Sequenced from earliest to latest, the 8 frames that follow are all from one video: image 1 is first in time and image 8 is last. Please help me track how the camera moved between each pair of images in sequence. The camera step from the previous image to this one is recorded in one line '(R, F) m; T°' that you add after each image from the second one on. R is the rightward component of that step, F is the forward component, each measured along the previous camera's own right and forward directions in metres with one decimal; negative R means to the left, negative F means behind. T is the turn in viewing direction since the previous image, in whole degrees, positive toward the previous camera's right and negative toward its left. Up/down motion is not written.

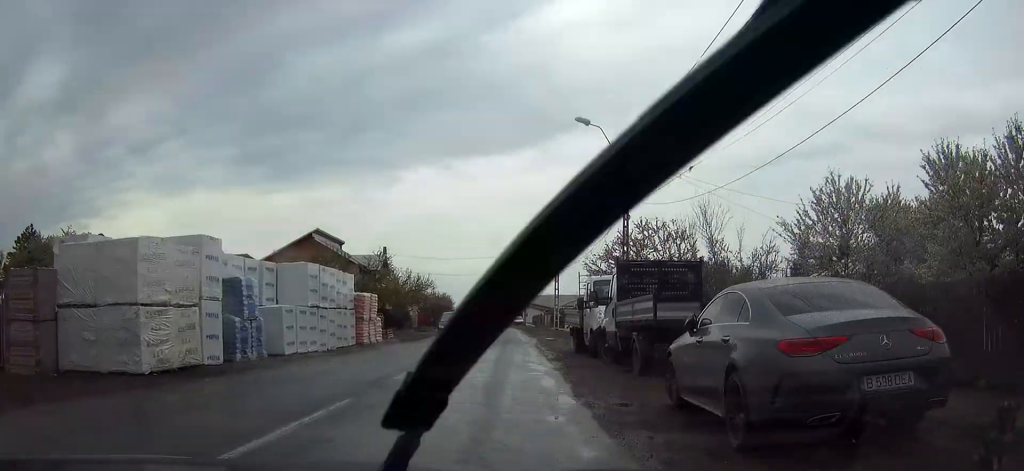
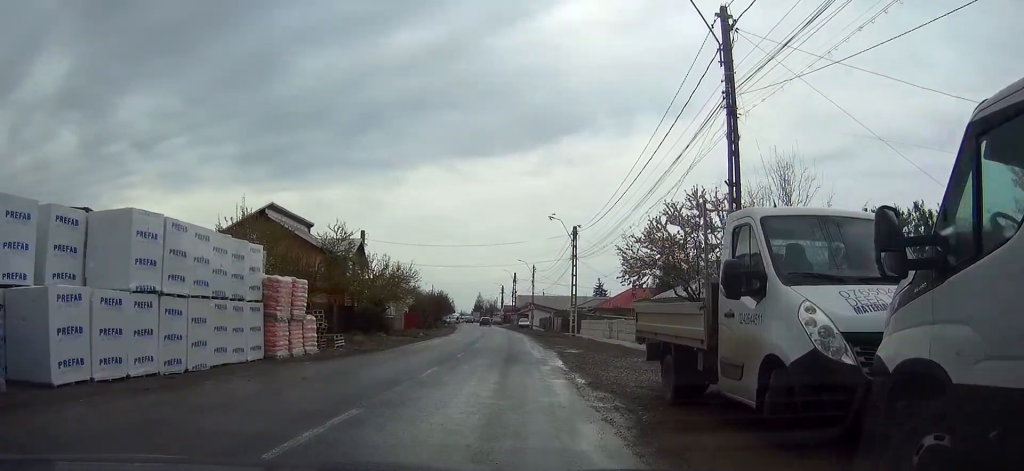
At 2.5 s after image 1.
(-0.1, +12.8) m; +3°
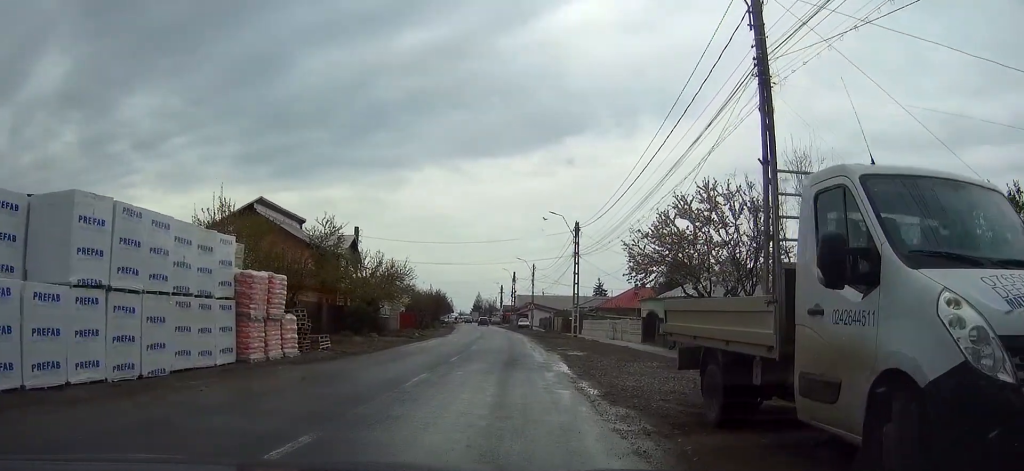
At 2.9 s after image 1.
(0.0, +1.9) m; +1°
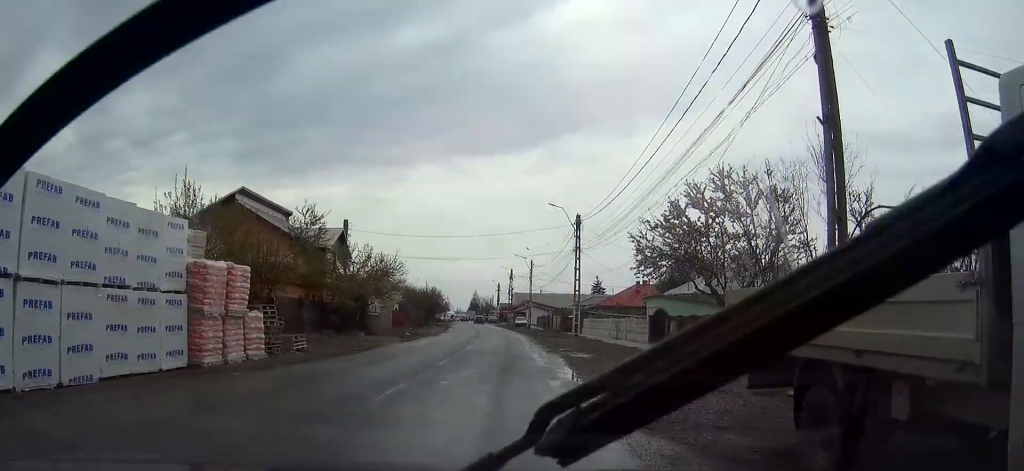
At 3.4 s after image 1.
(+0.1, +2.4) m; +2°
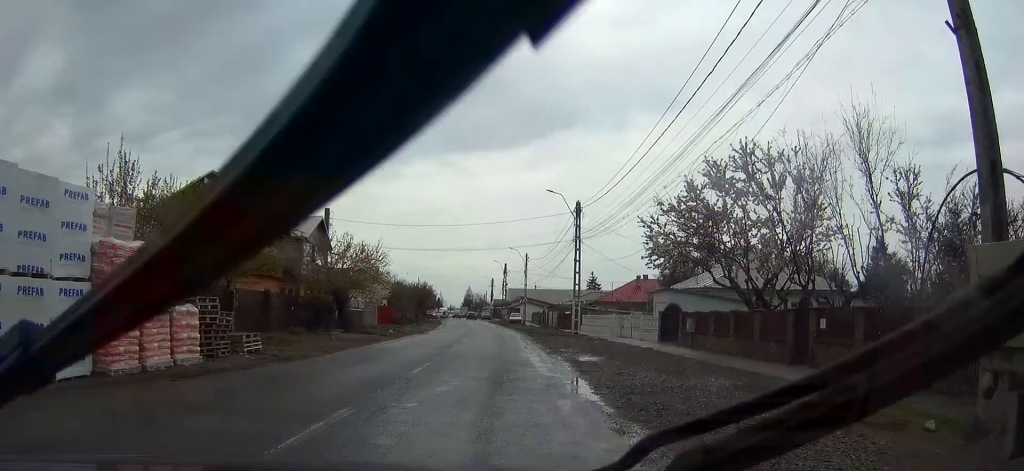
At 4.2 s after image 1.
(0.0, +3.2) m; -2°
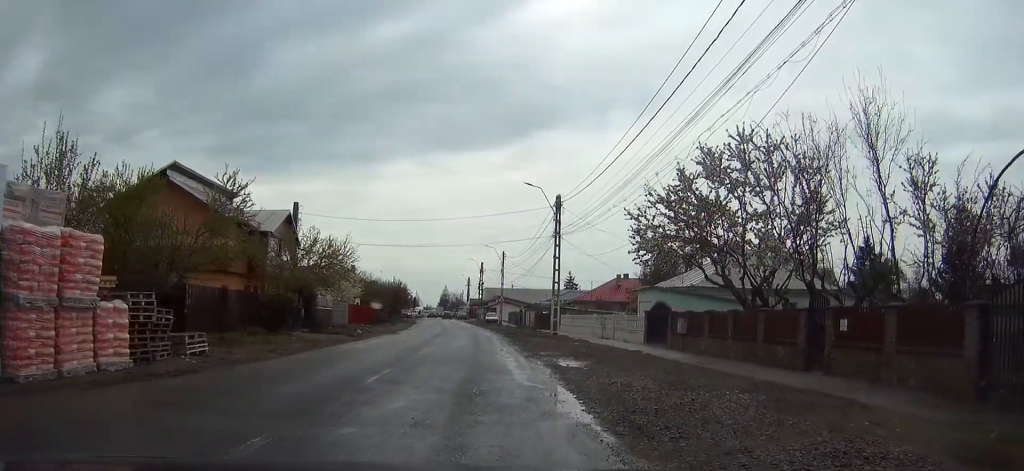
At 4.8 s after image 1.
(0.0, +2.2) m; -2°
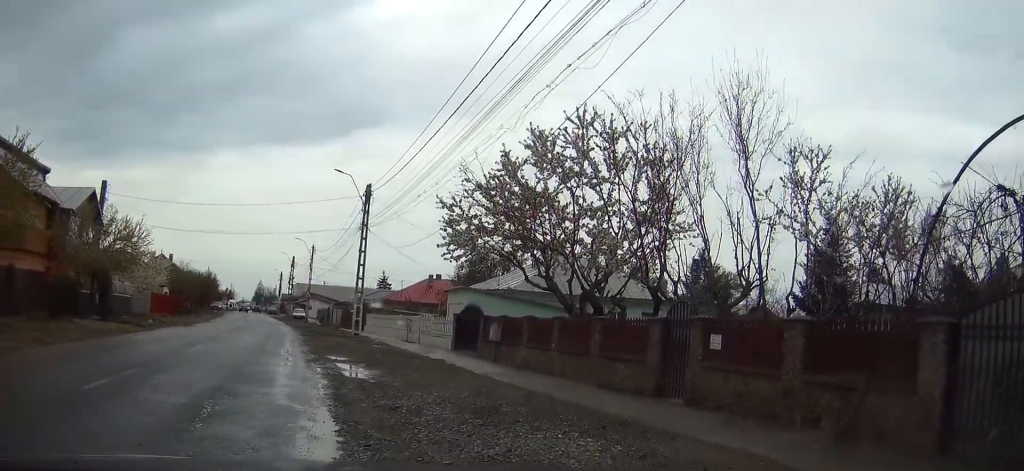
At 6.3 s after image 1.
(0.0, +3.8) m; +10°
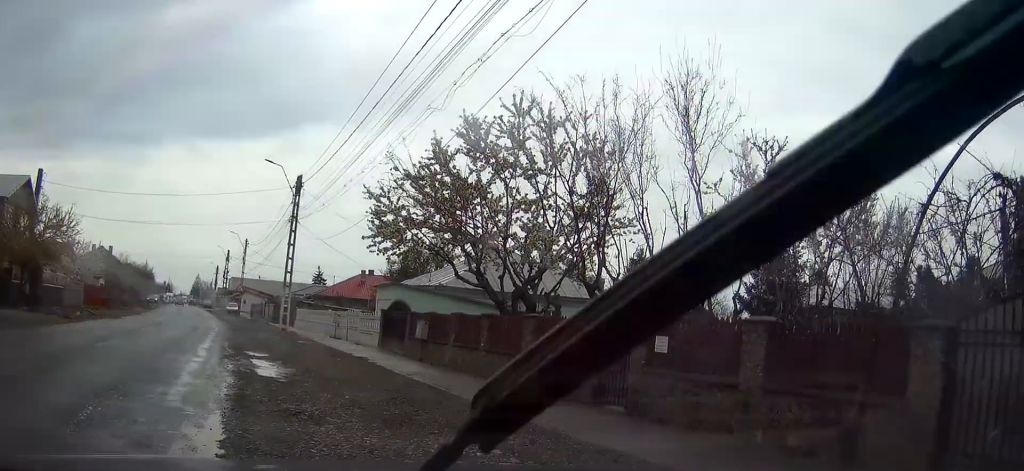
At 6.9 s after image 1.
(+0.1, +1.3) m; +4°
